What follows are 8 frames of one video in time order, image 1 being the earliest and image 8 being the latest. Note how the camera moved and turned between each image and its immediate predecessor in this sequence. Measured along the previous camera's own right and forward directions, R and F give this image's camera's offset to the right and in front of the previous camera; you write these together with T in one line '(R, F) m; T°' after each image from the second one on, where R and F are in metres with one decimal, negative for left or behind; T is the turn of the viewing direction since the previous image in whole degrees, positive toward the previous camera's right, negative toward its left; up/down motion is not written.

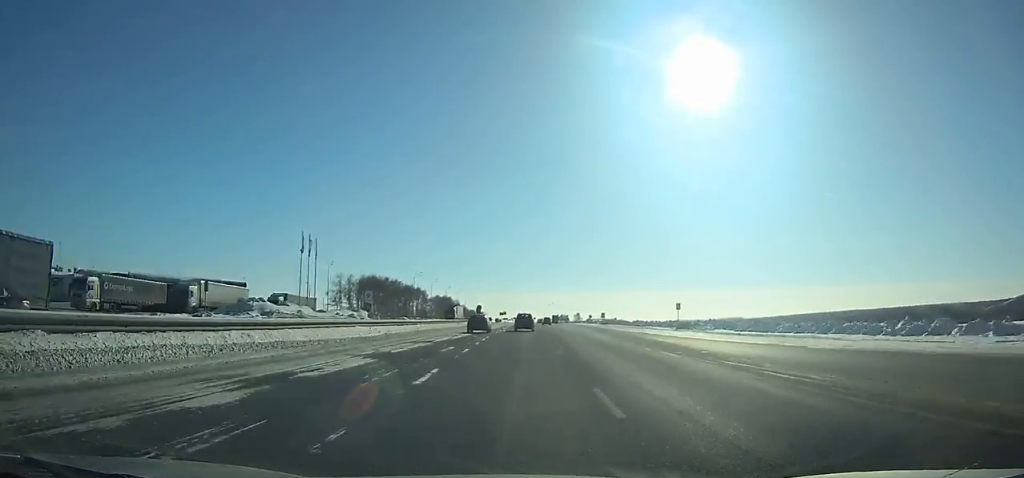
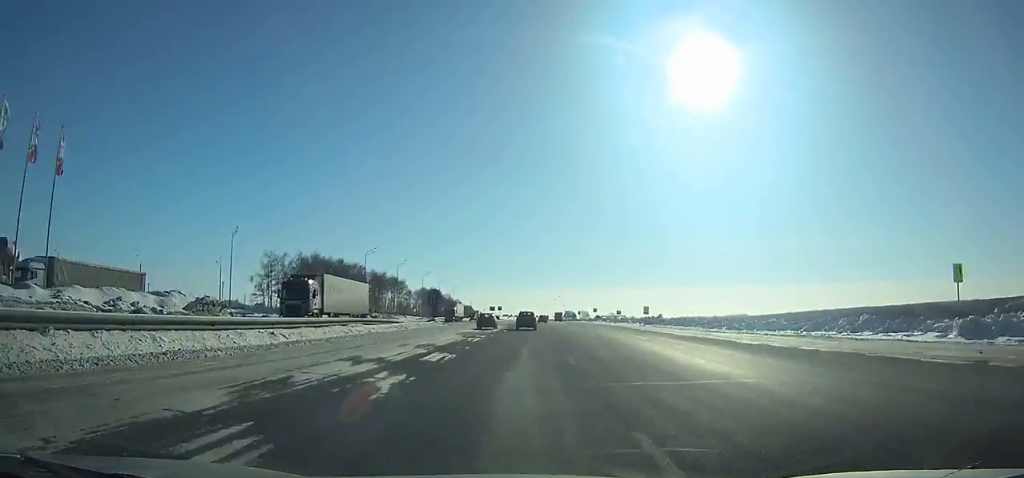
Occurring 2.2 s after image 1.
(-0.1, +51.7) m; 0°
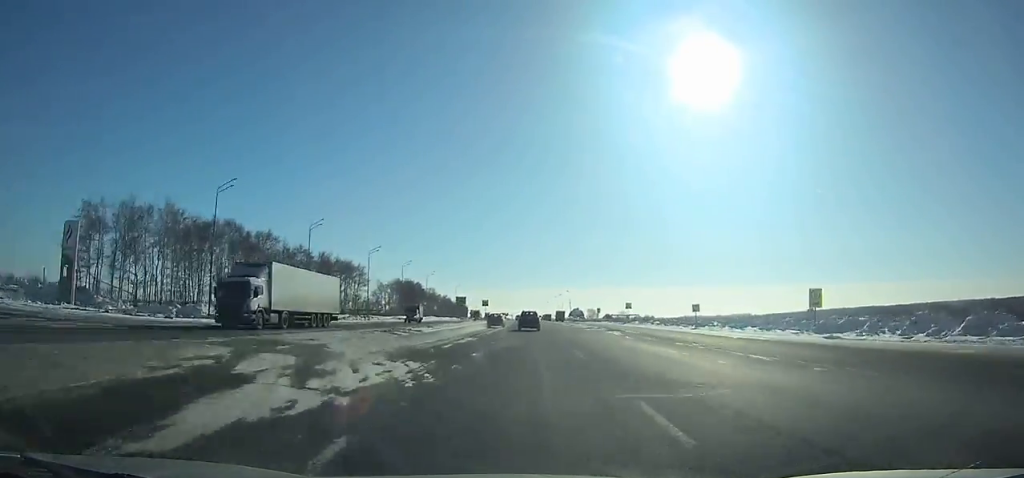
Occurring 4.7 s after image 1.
(-0.1, +58.6) m; 0°
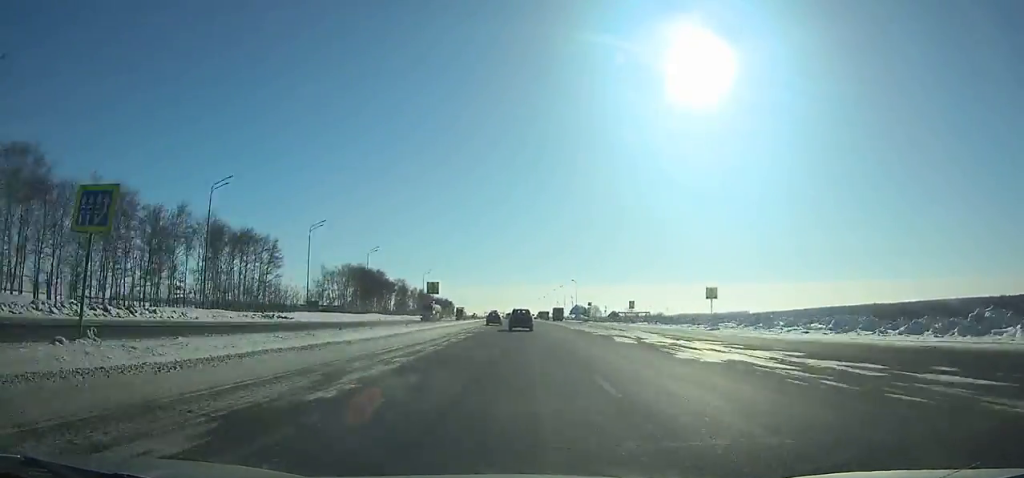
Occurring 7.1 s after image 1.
(+0.1, +56.1) m; 0°
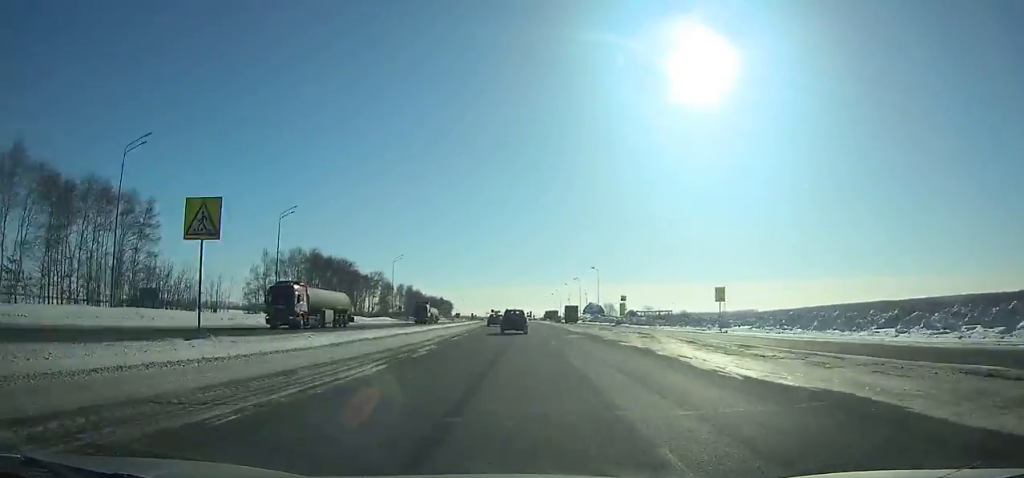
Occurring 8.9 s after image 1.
(+0.3, +41.8) m; 0°
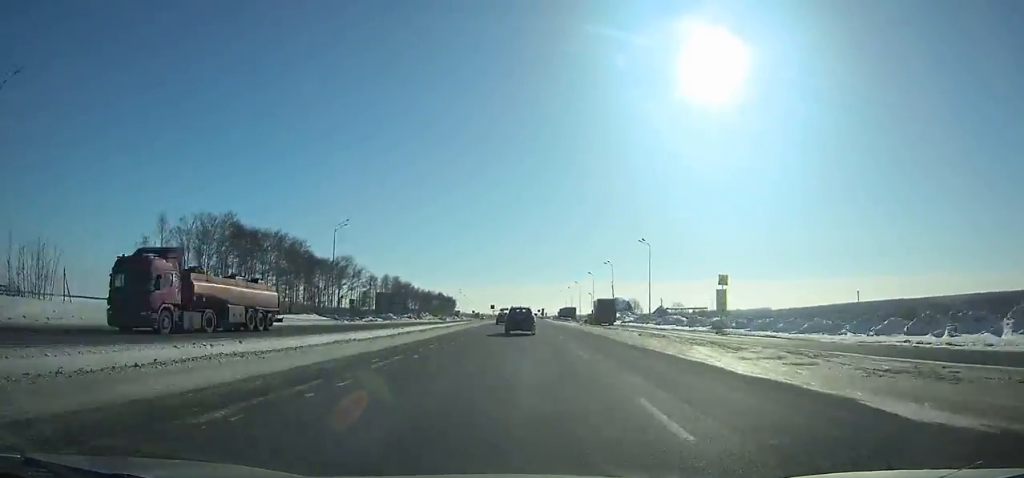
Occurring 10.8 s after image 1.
(-0.3, +43.5) m; 0°
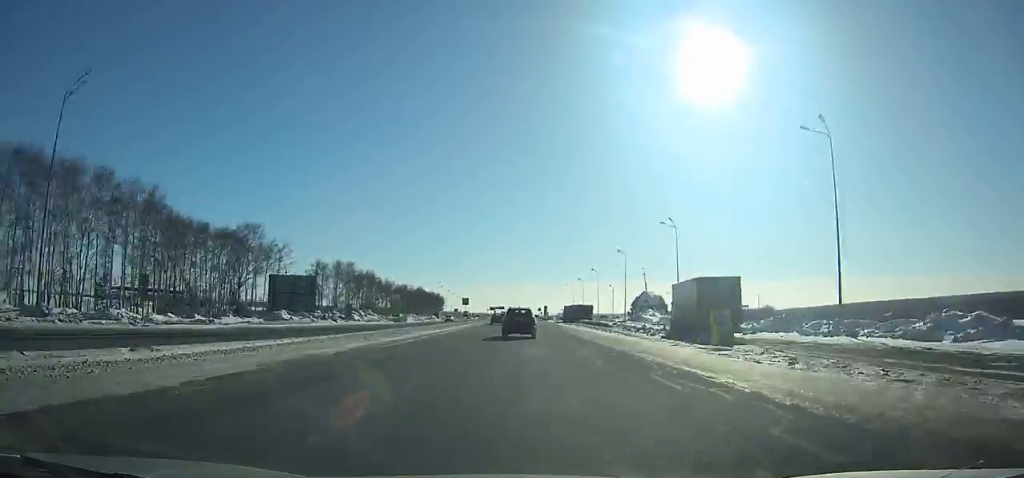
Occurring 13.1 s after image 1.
(-0.3, +52.2) m; -1°
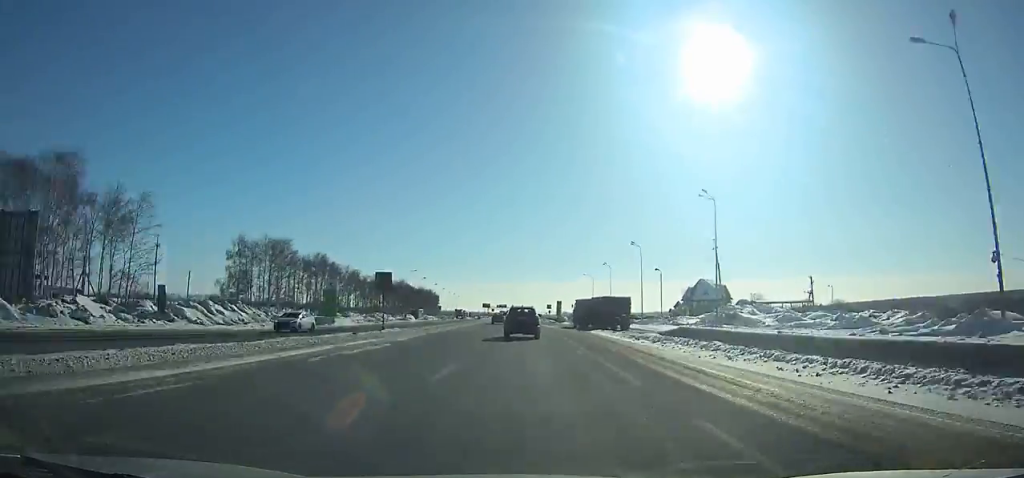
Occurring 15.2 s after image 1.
(0.0, +47.0) m; 0°
